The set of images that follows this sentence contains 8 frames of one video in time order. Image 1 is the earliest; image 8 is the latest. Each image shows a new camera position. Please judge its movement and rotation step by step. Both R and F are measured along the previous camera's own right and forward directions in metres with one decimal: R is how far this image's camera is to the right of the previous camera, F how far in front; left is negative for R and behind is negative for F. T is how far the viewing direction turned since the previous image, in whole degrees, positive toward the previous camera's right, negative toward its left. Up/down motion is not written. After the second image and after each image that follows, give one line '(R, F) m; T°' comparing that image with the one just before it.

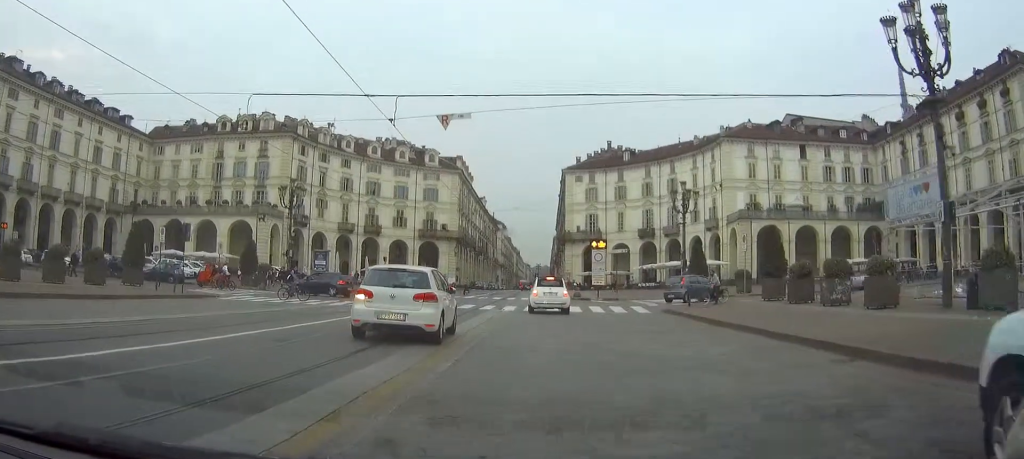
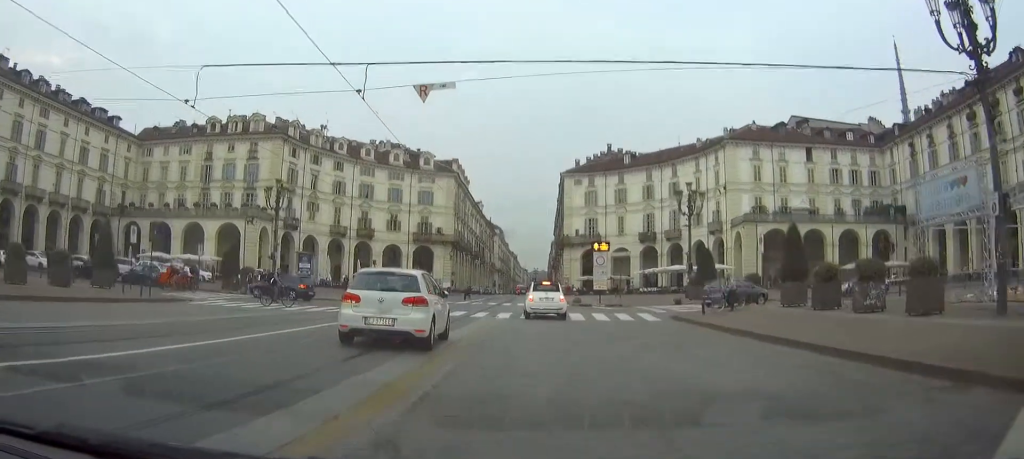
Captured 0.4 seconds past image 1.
(0.0, +3.1) m; 0°
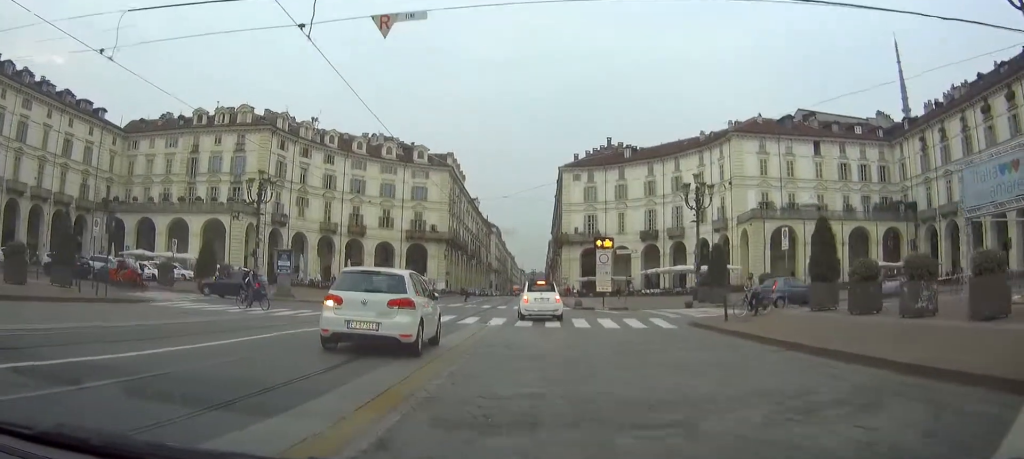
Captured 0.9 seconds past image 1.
(0.0, +3.6) m; 0°
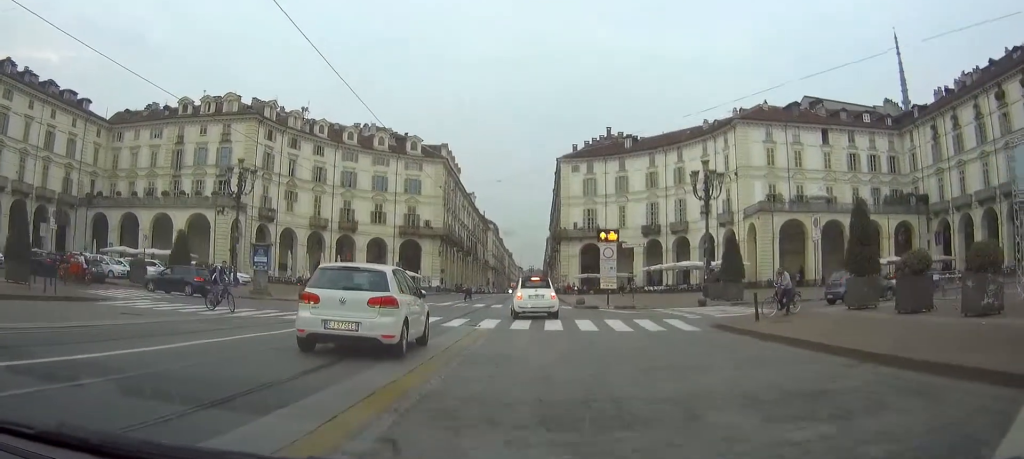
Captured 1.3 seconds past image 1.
(0.0, +3.5) m; 0°
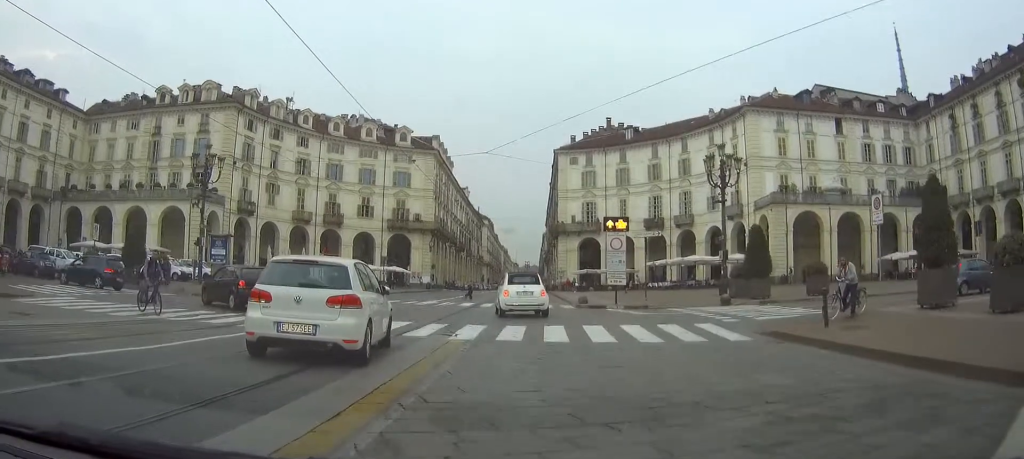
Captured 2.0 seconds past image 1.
(0.0, +5.2) m; -1°
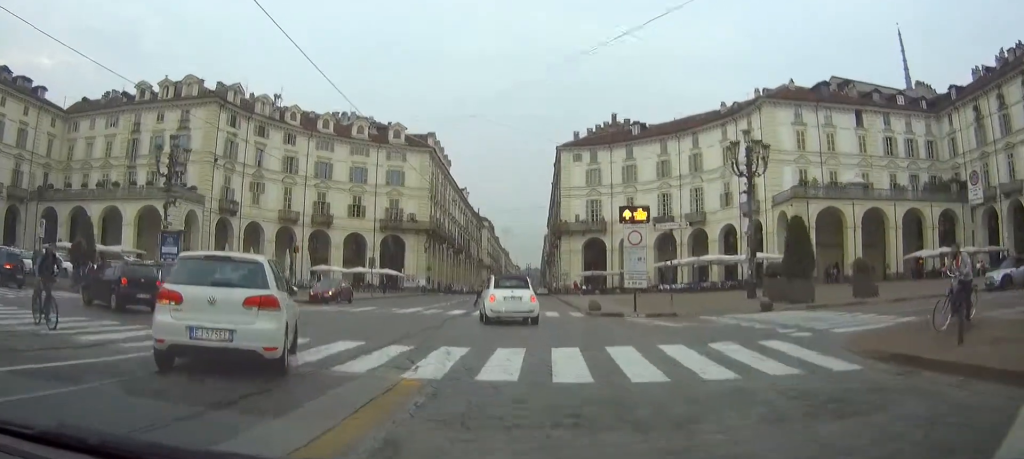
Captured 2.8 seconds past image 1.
(-0.2, +5.4) m; -1°
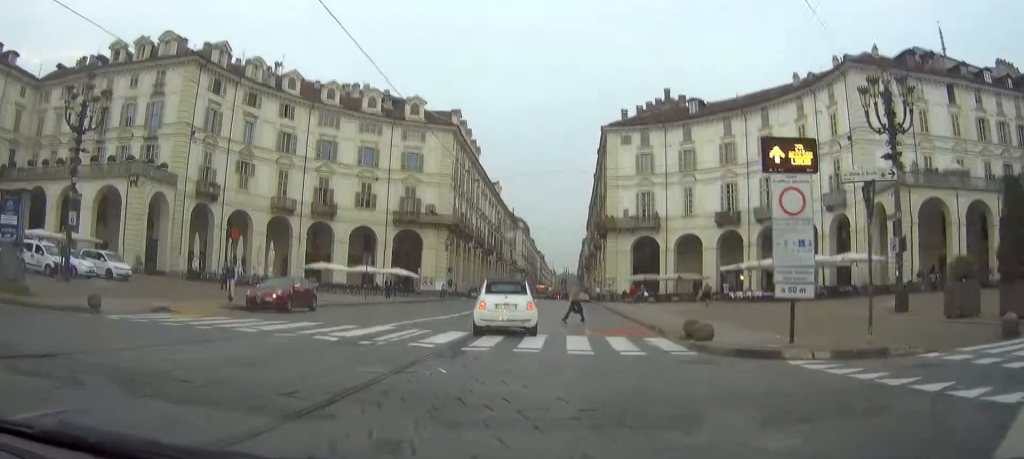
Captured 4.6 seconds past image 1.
(-0.1, +13.5) m; -1°
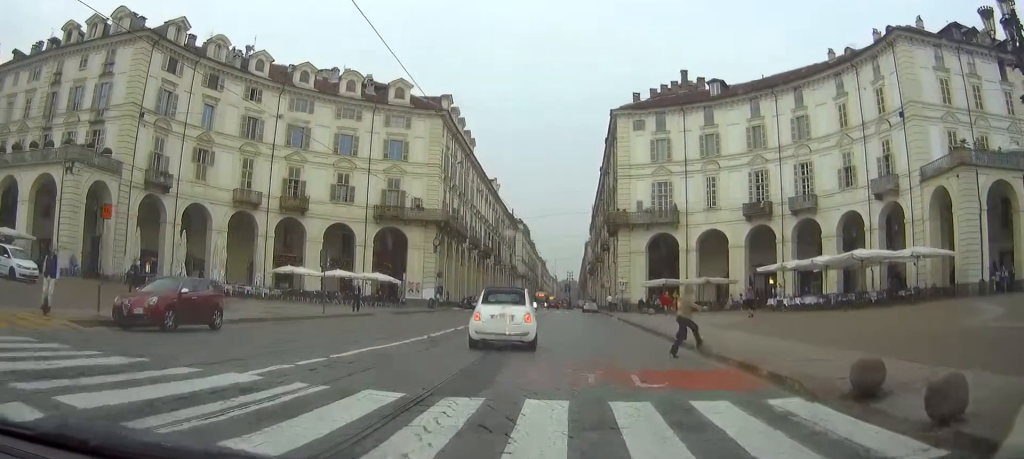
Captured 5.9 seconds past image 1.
(+0.1, +9.7) m; +1°
